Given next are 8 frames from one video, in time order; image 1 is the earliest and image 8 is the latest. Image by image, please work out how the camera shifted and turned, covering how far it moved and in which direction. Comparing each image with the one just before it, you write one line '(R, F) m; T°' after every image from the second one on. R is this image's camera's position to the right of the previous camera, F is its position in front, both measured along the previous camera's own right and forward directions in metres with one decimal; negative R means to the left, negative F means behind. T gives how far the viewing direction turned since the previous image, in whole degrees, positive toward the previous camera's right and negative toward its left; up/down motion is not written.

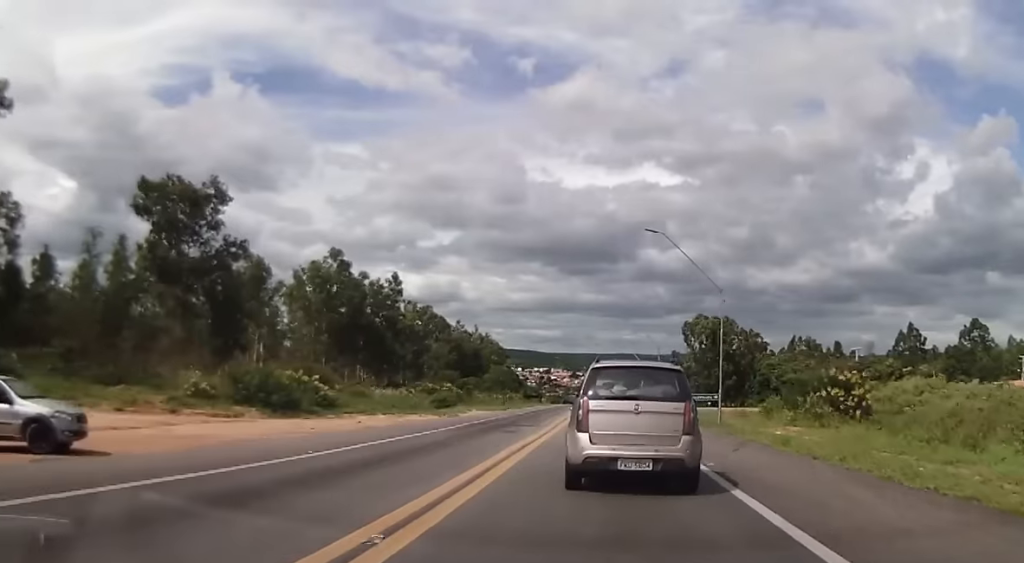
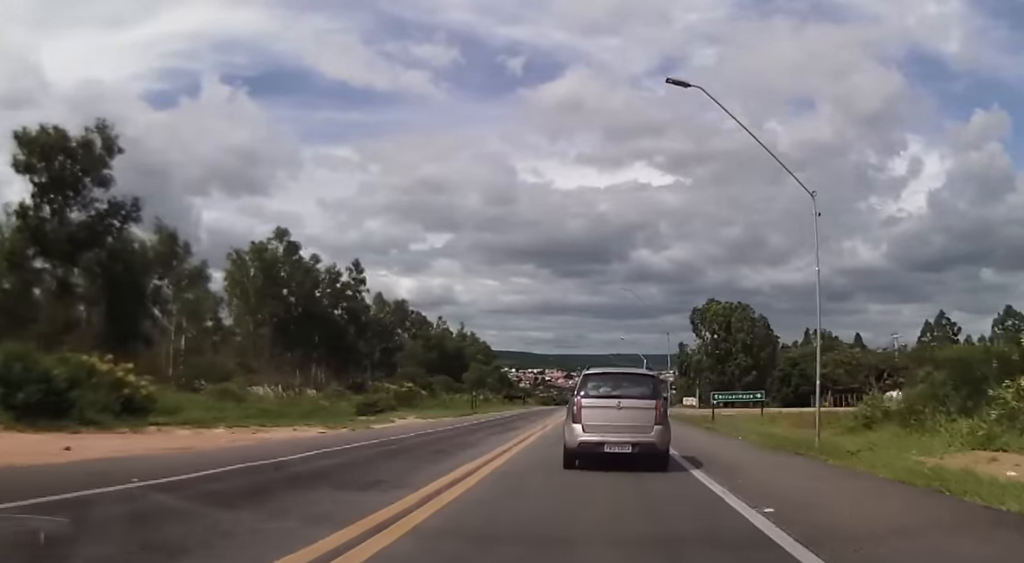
(+0.1, +16.4) m; -1°
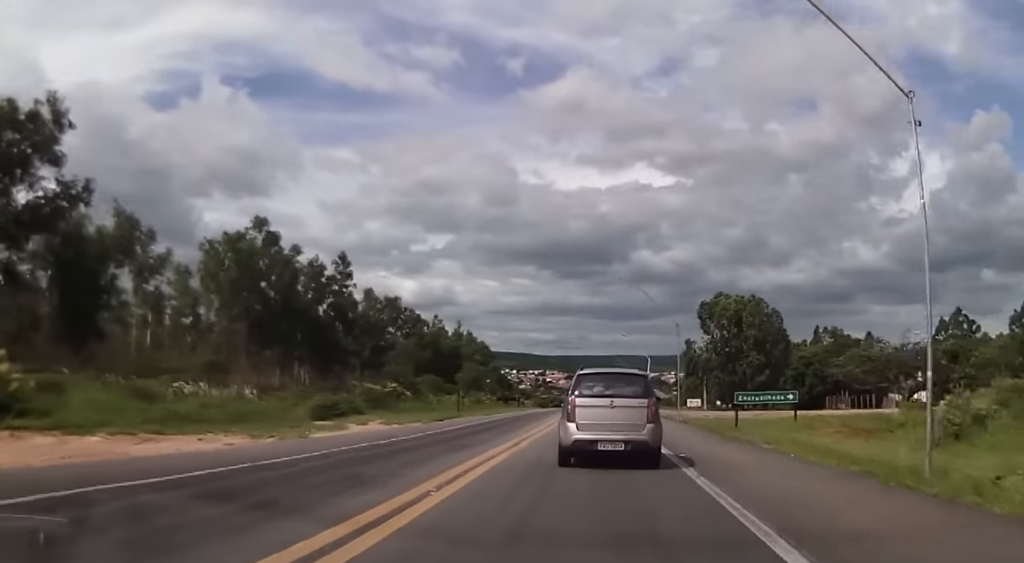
(-0.1, +6.1) m; +1°
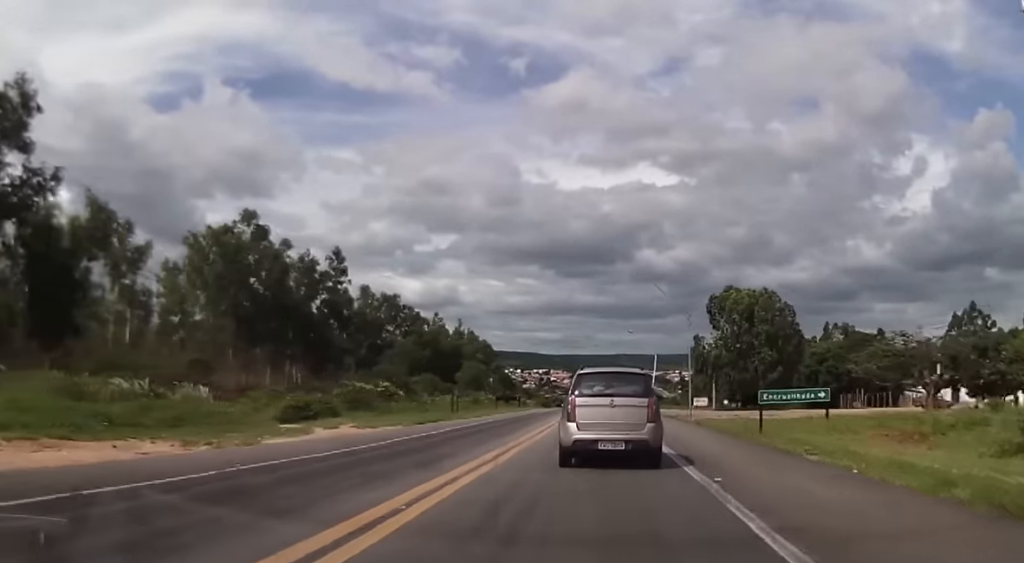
(-0.1, +3.8) m; +2°
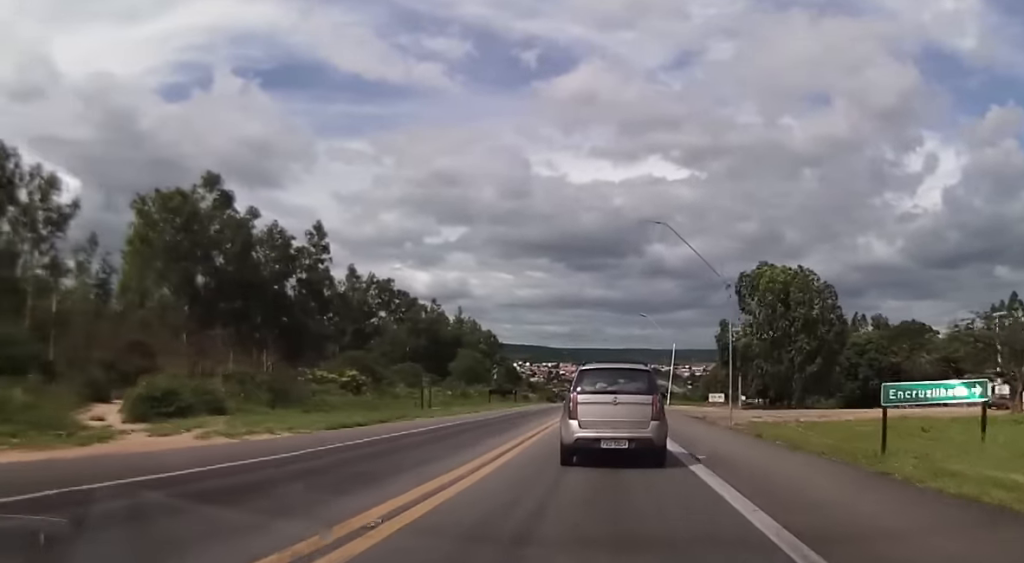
(+0.7, +11.4) m; 0°
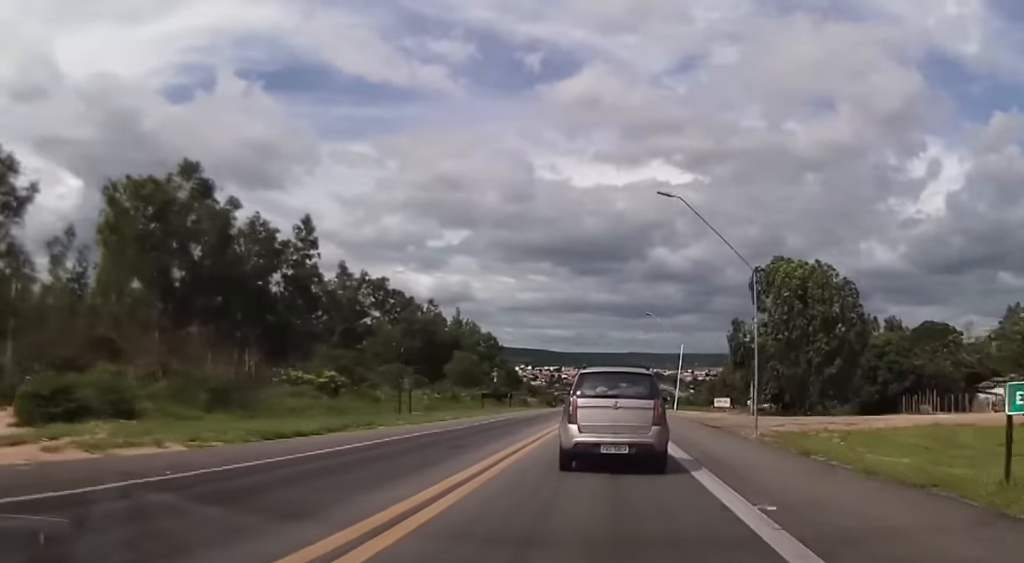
(-0.4, +5.5) m; -1°
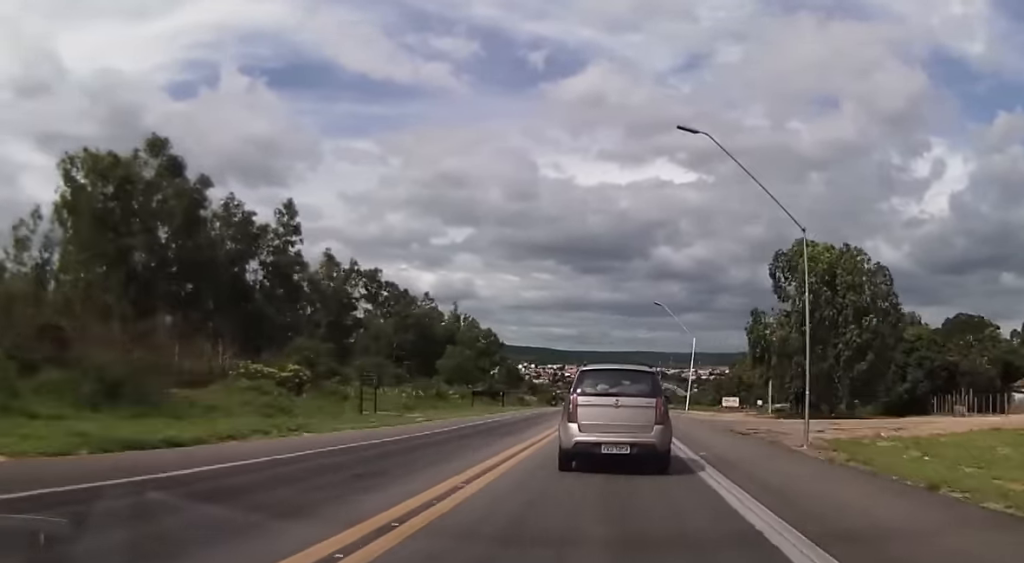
(-0.3, +7.3) m; -1°
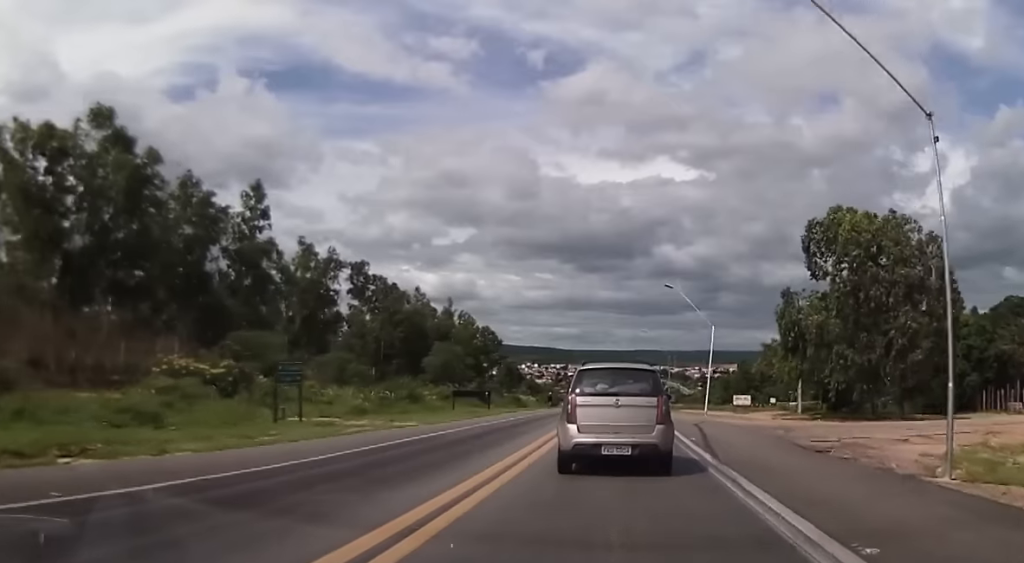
(+0.4, +9.9) m; -1°
